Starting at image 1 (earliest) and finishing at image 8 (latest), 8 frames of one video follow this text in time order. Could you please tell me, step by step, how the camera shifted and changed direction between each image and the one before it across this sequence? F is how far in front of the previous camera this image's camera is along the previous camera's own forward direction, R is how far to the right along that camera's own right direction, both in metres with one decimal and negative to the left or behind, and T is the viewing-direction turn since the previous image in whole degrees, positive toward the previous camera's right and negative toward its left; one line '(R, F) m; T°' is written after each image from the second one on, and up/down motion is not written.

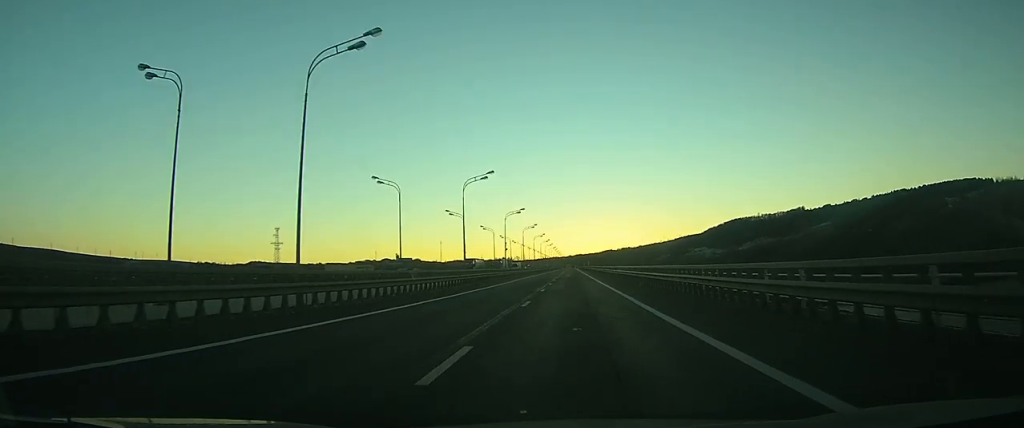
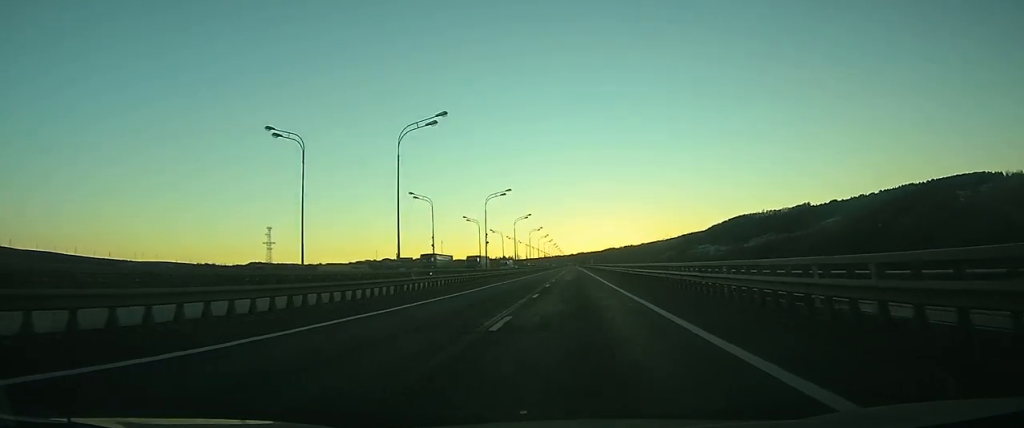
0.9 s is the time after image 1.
(0.0, +18.9) m; 0°
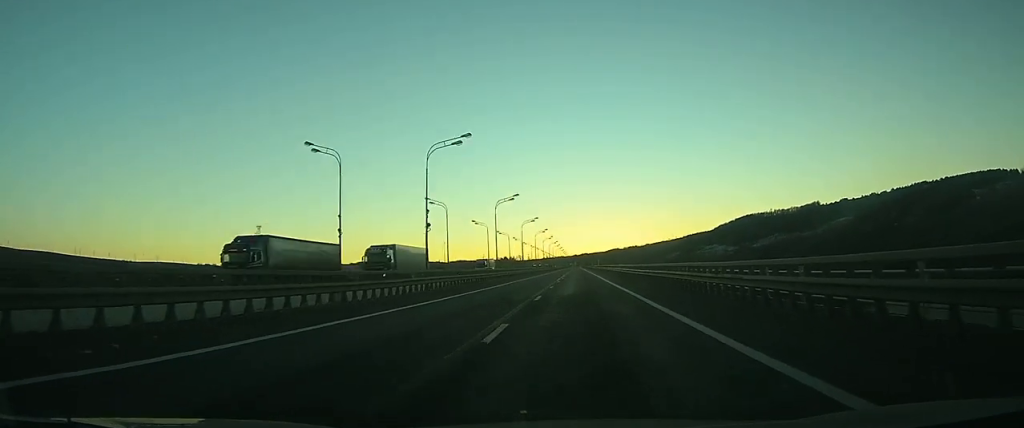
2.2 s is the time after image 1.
(0.0, +26.4) m; 0°
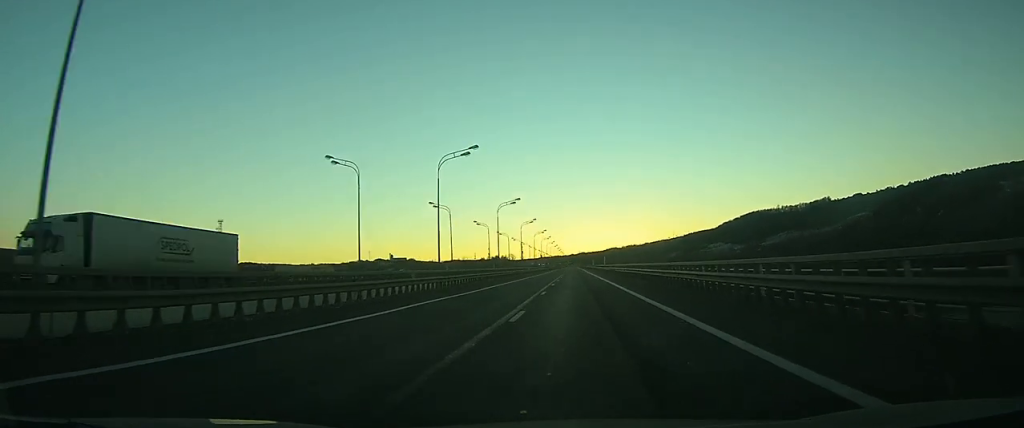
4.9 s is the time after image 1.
(0.0, +57.2) m; 0°
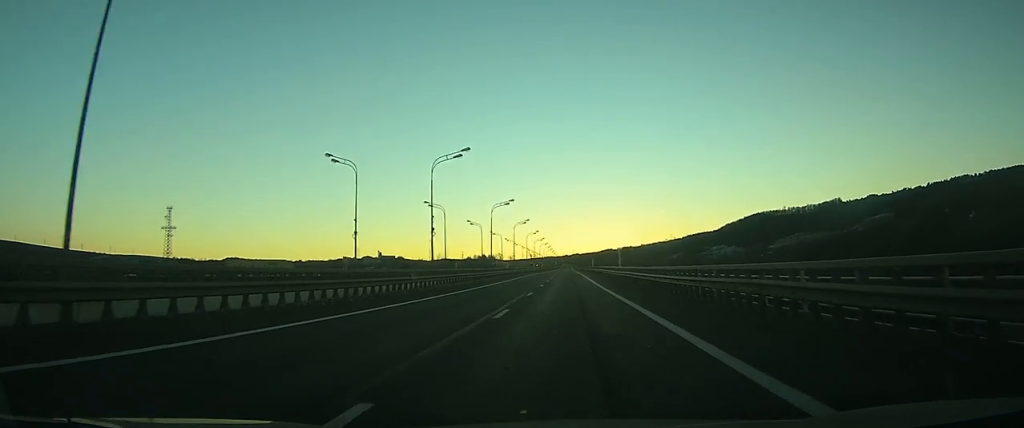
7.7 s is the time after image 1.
(-0.1, +56.8) m; 0°
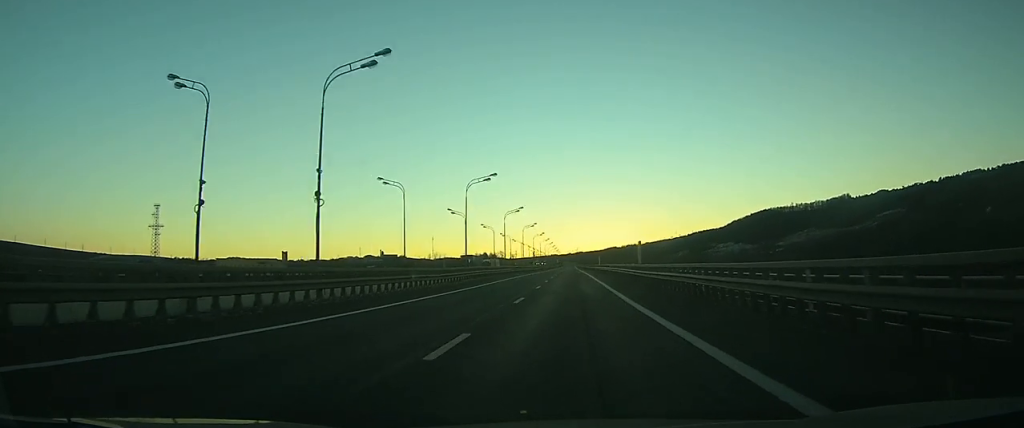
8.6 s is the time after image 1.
(0.0, +17.3) m; 0°
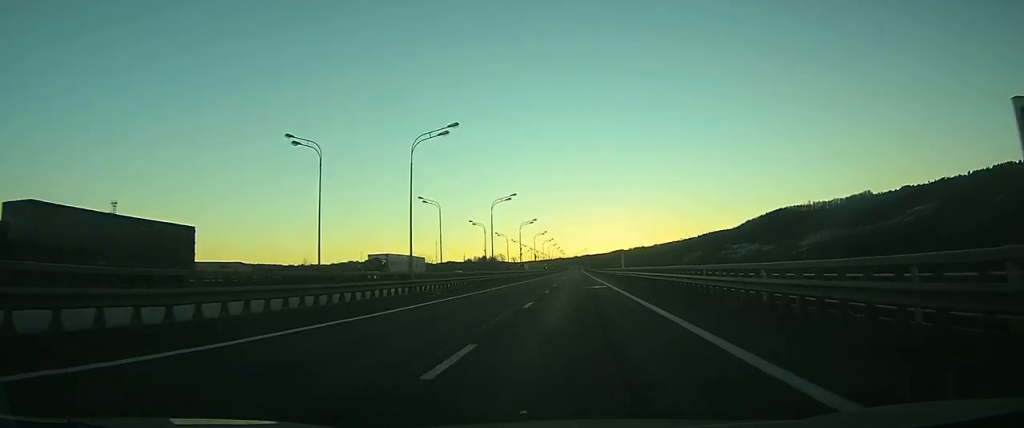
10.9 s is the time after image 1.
(-0.2, +47.6) m; 0°
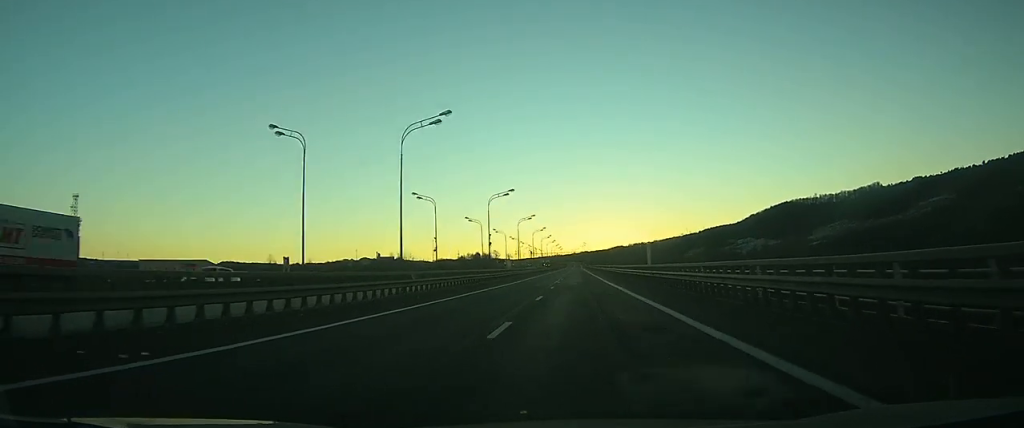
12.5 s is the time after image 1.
(0.0, +33.0) m; 0°
